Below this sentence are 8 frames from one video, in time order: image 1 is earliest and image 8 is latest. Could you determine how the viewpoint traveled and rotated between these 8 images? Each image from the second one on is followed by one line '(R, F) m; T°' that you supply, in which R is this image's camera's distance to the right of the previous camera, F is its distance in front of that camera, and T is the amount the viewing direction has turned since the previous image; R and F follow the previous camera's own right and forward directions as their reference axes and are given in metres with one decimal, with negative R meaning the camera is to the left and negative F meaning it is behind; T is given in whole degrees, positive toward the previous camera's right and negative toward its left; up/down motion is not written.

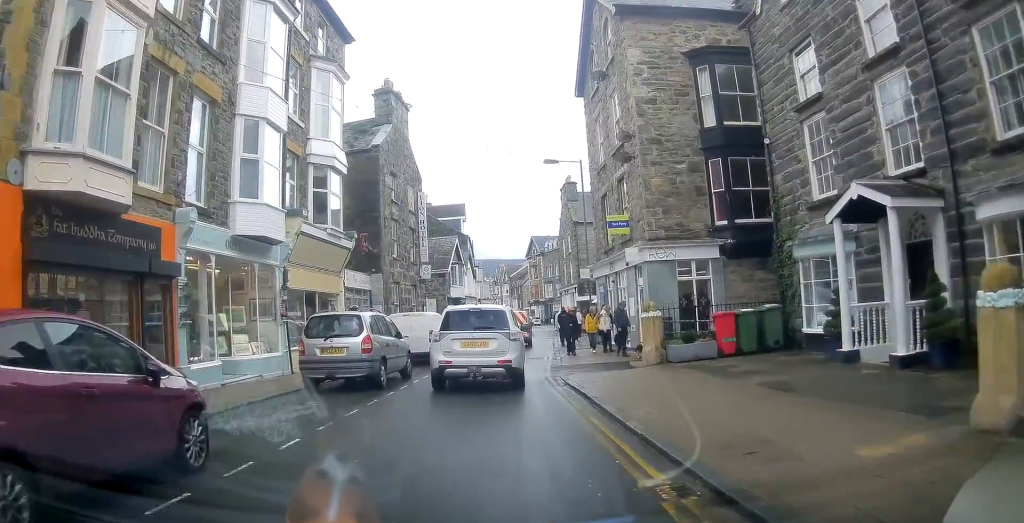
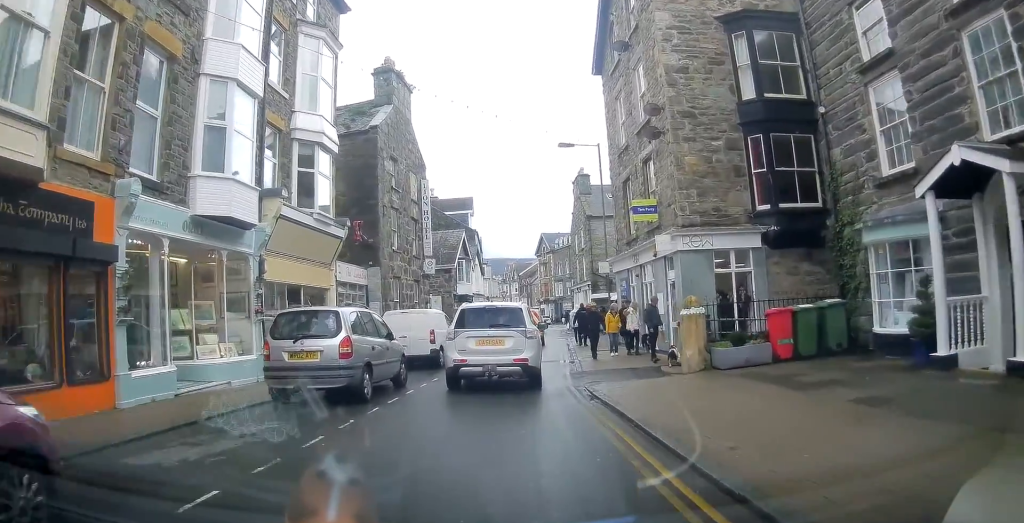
(-0.1, +2.5) m; -1°
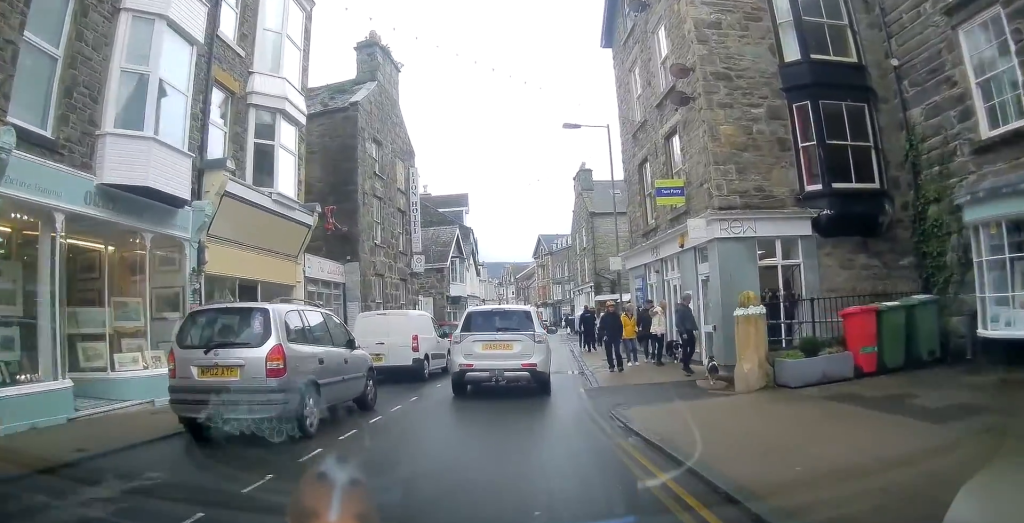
(0.0, +3.0) m; -1°
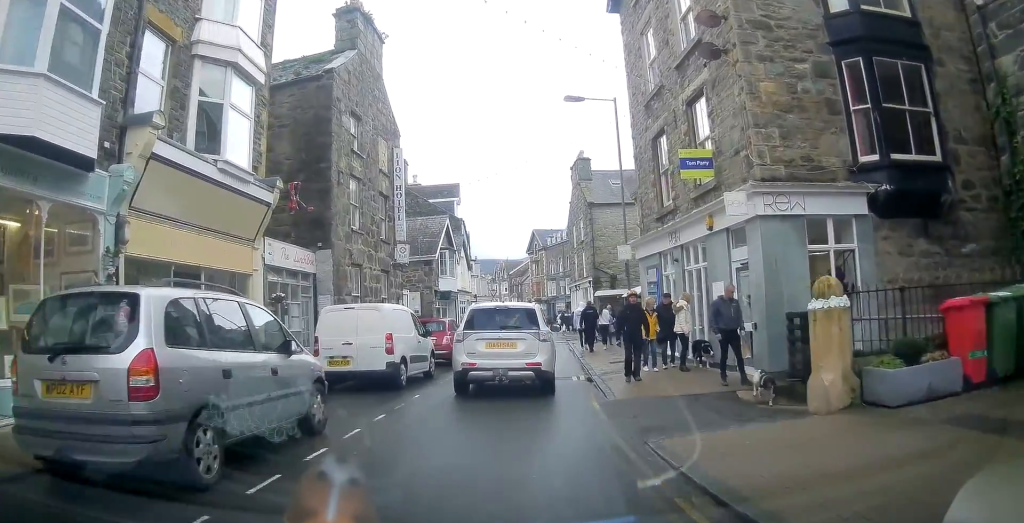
(0.0, +2.6) m; 0°
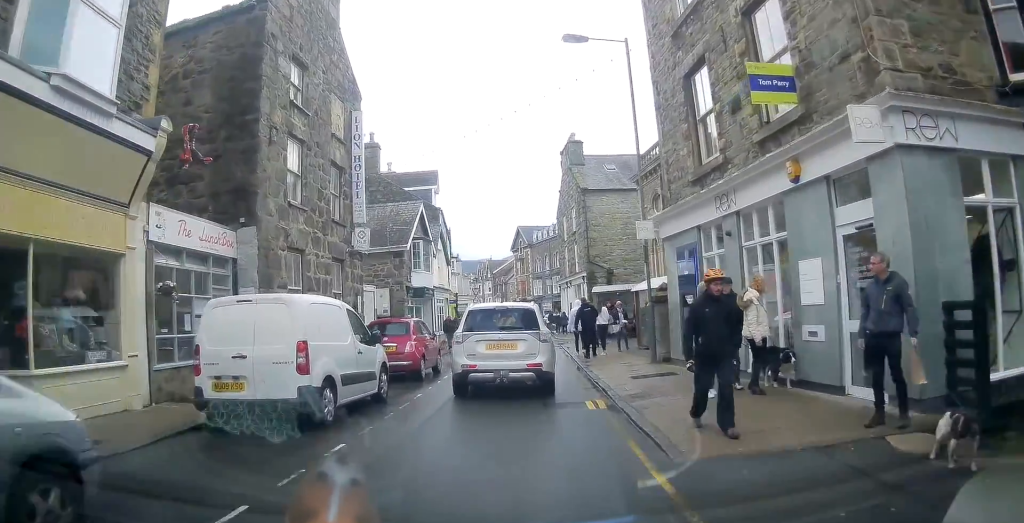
(-0.1, +4.6) m; +1°
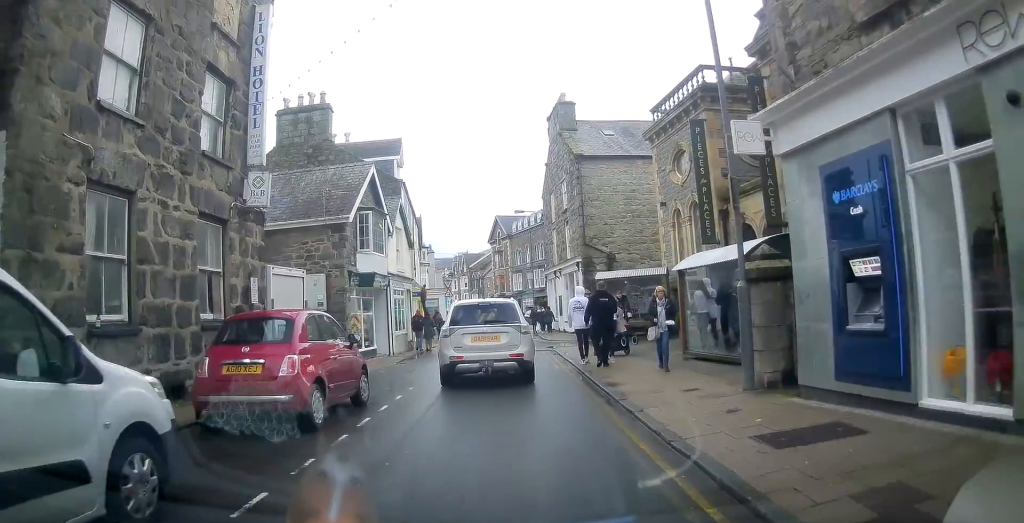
(+0.2, +7.0) m; +1°
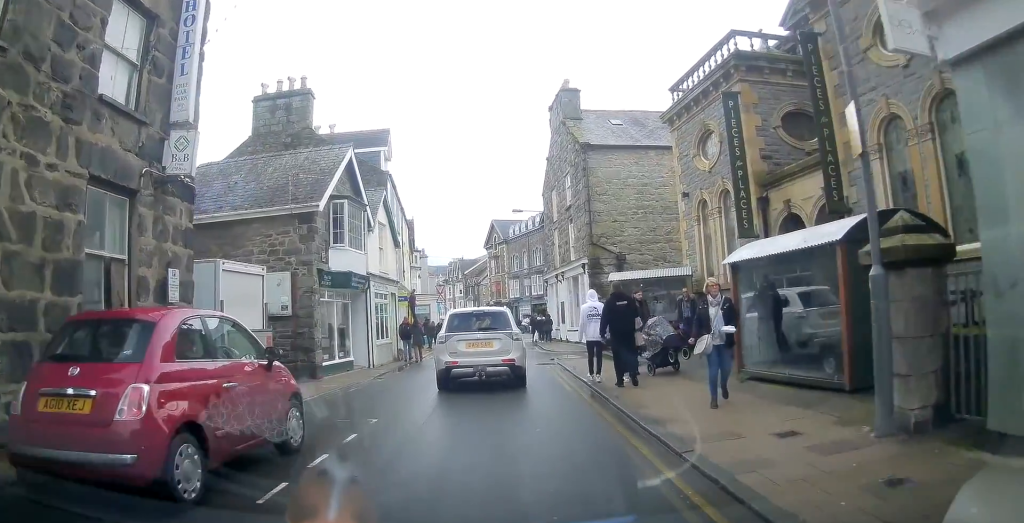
(0.0, +3.1) m; -2°
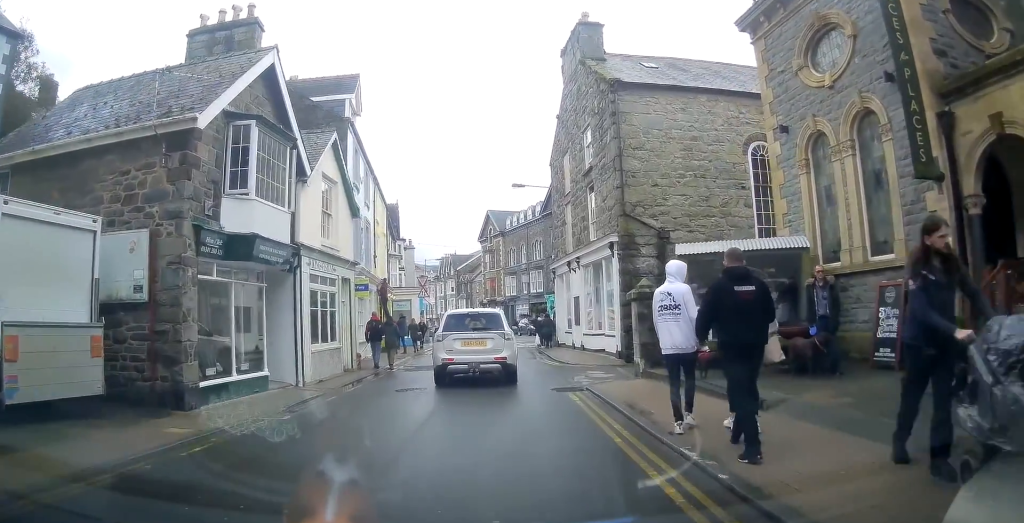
(-0.1, +7.3) m; +3°
